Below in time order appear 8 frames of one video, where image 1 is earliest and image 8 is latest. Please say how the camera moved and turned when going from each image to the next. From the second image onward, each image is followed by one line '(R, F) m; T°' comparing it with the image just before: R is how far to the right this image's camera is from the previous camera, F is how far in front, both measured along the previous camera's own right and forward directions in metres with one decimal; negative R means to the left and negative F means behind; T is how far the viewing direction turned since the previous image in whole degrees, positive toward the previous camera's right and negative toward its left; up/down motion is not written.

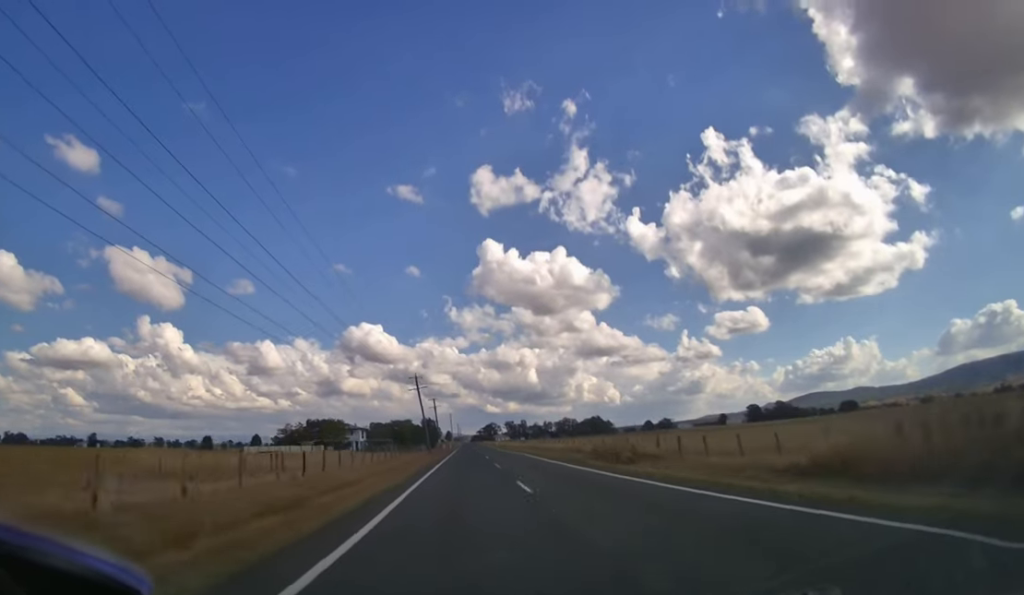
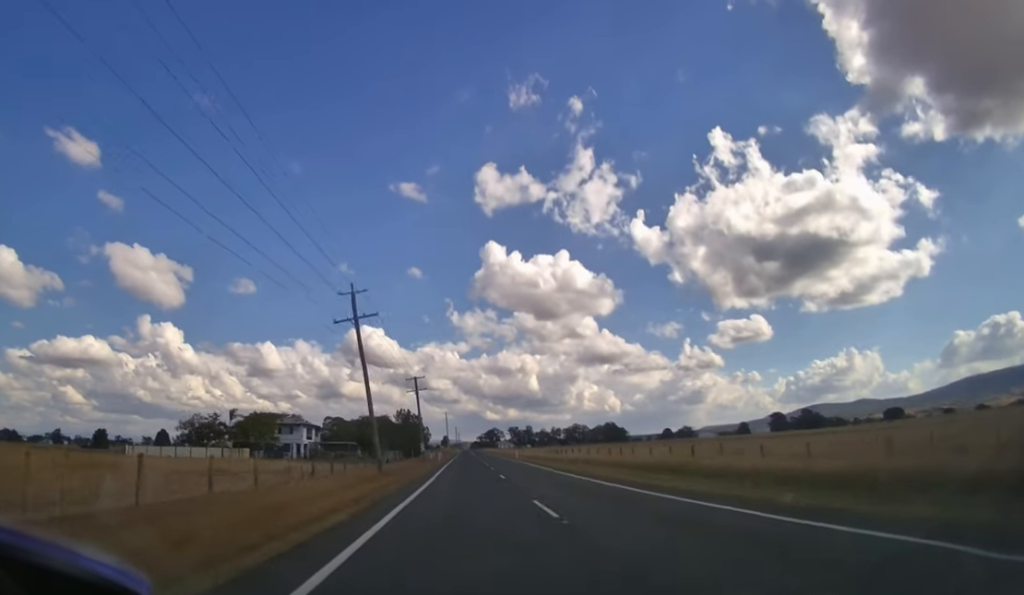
(-0.1, +39.7) m; 0°
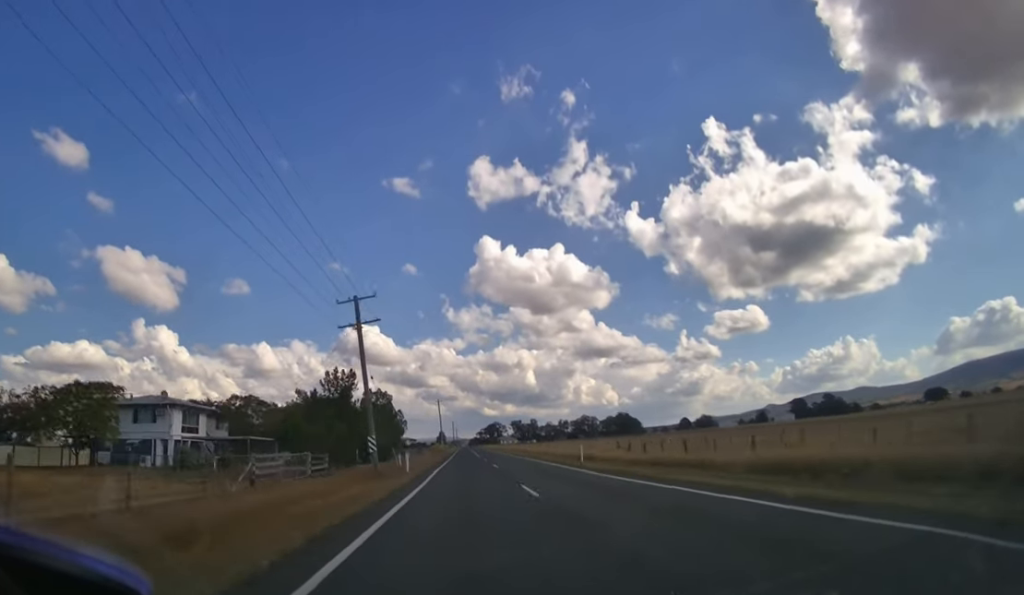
(+0.1, +30.0) m; 0°
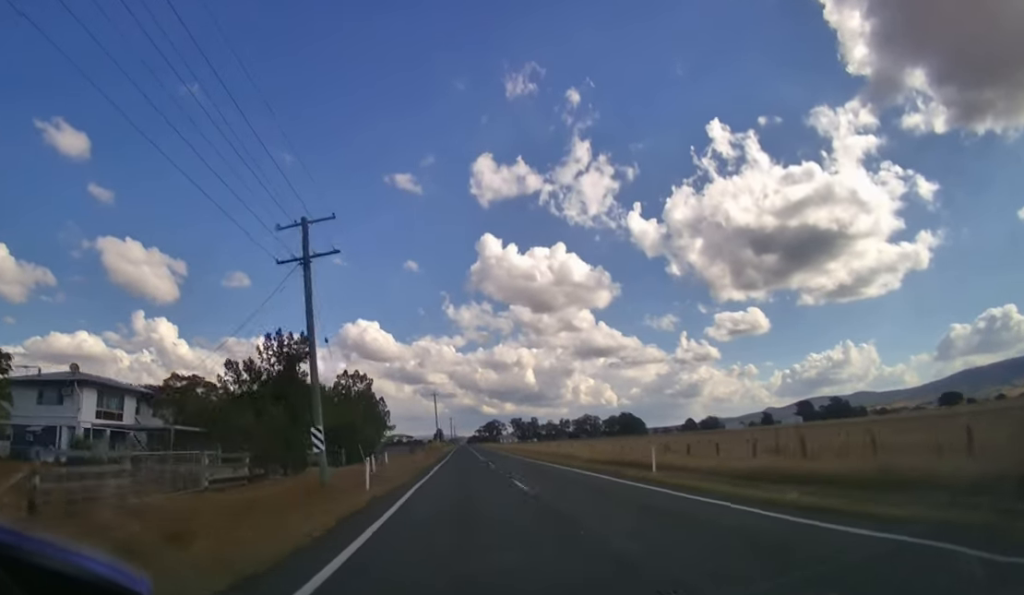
(0.0, +8.9) m; 0°
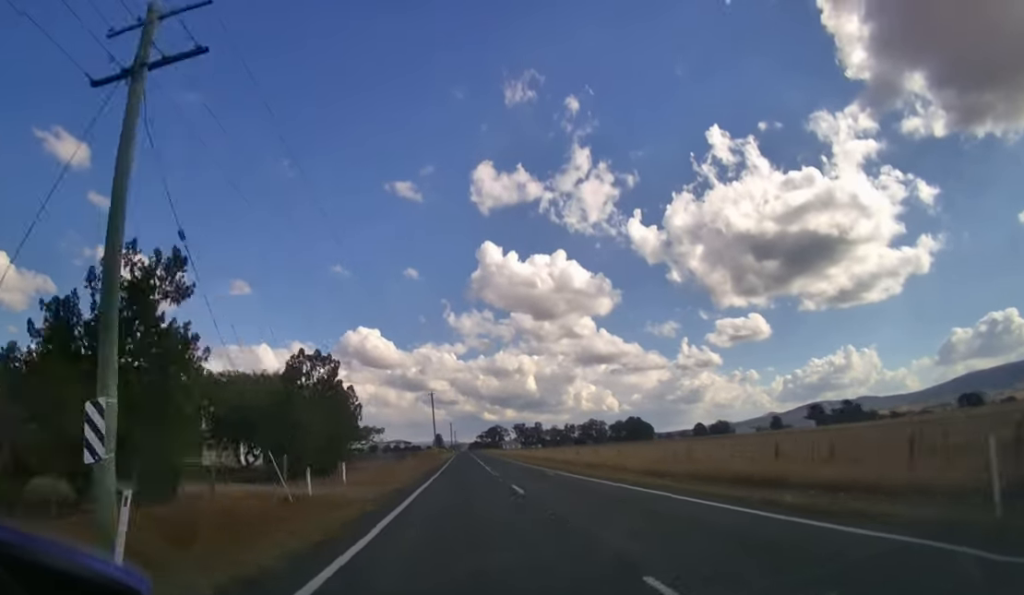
(0.0, +9.6) m; 0°
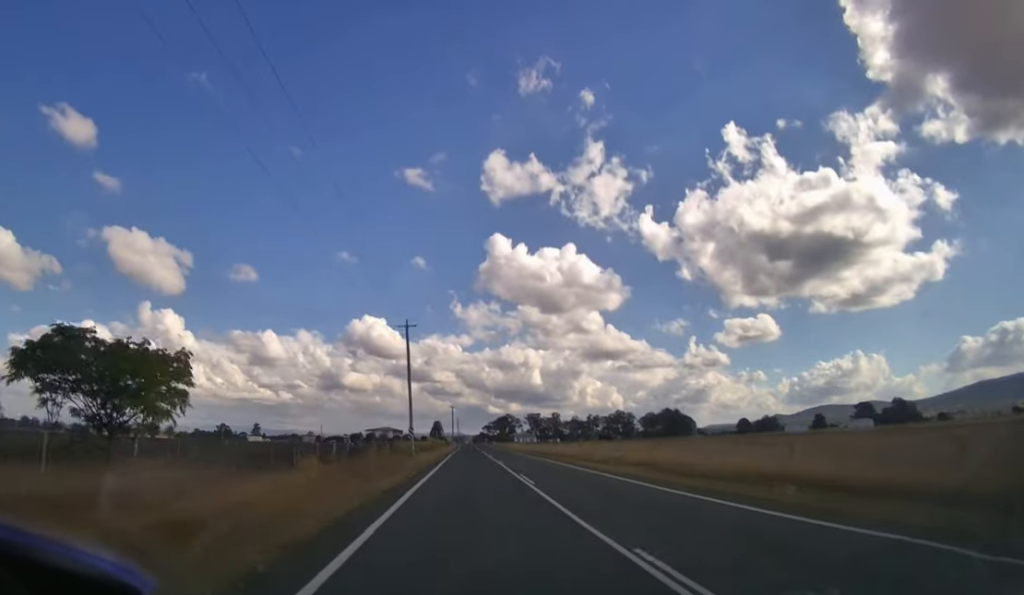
(-0.1, +42.4) m; 0°
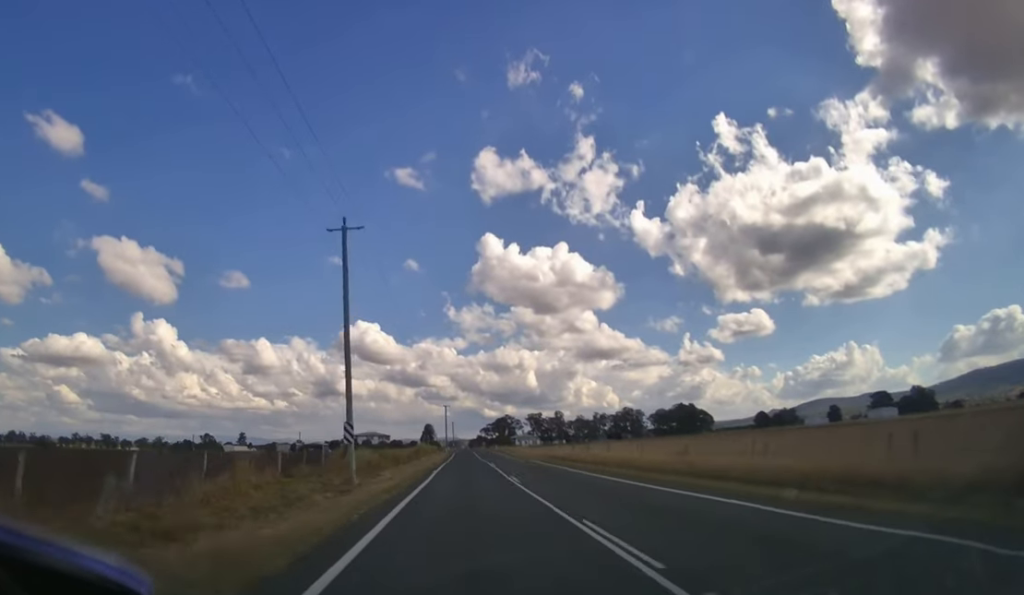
(0.0, +22.5) m; 0°
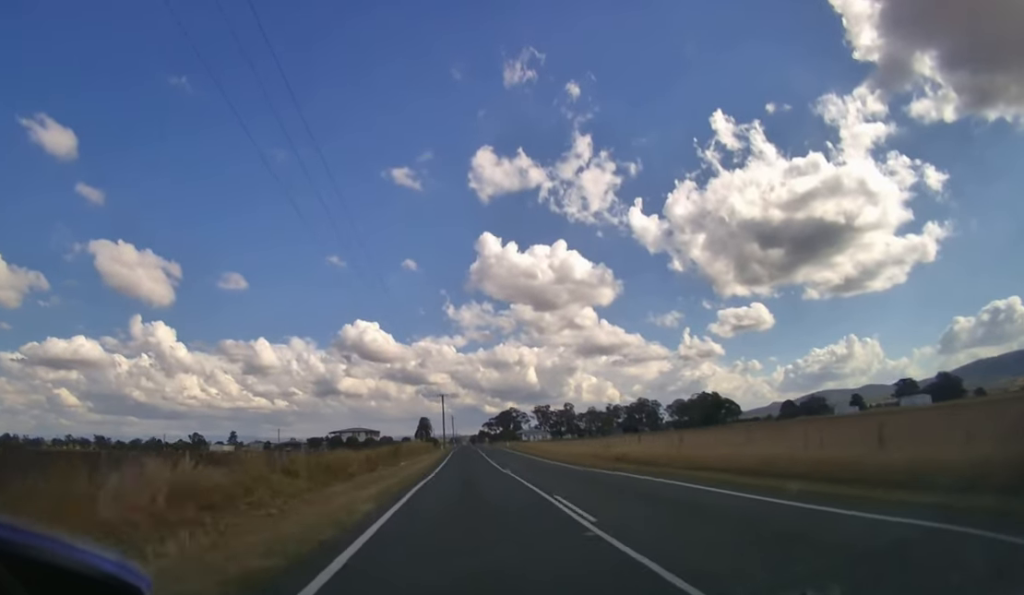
(0.0, +22.6) m; 0°
